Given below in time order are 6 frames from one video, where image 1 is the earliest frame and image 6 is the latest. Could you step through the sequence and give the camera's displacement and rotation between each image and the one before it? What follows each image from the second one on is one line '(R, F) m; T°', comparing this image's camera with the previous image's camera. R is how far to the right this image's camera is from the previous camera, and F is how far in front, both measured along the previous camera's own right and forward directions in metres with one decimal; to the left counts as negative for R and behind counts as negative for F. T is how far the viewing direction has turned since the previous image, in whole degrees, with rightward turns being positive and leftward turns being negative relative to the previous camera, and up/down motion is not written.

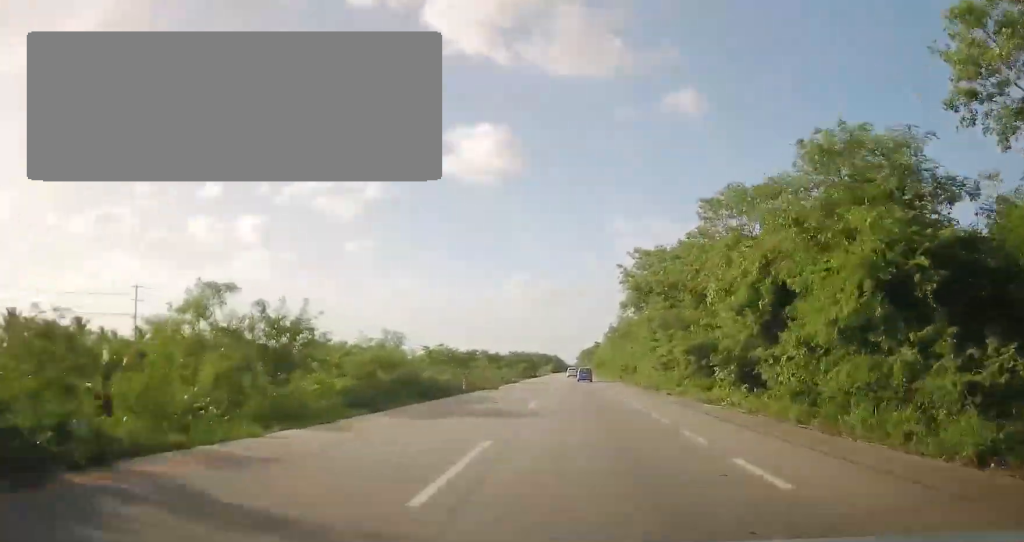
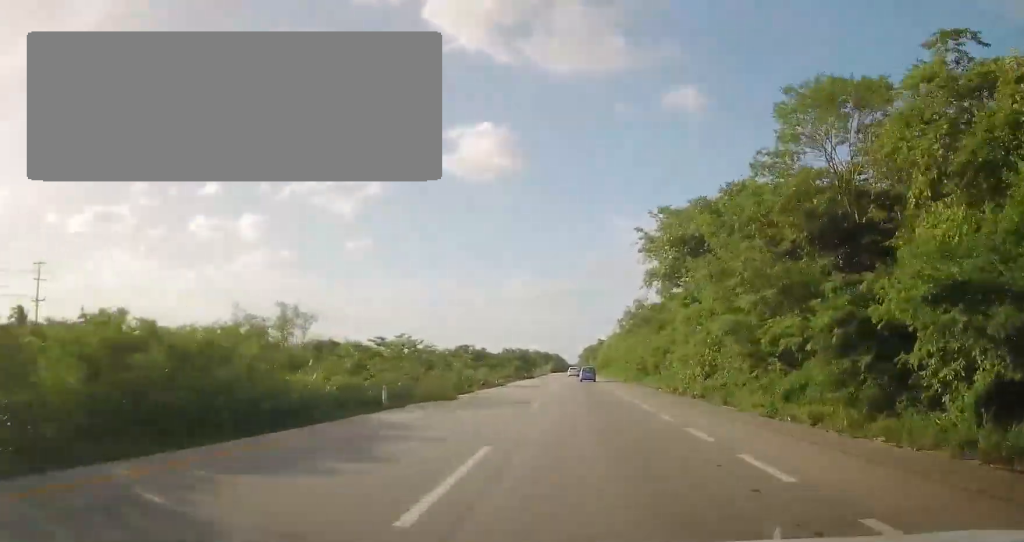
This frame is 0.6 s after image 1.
(+0.1, +16.3) m; 0°
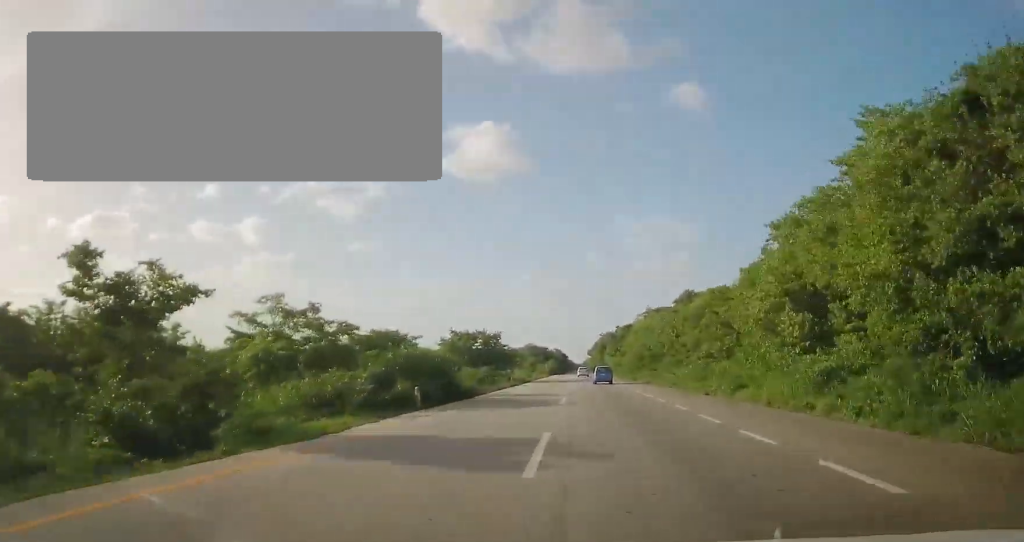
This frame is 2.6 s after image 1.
(-0.5, +59.4) m; -1°
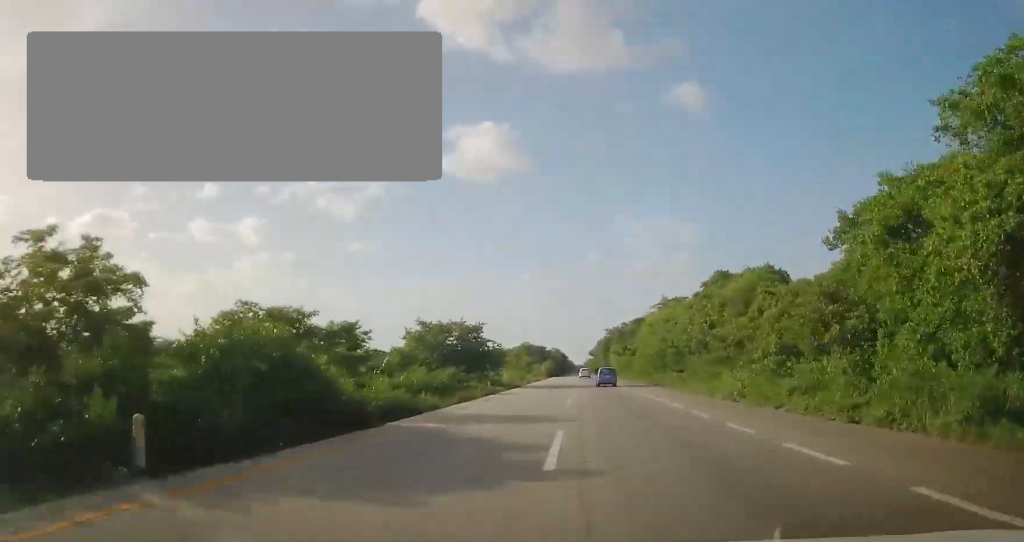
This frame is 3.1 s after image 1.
(-0.1, +14.4) m; 0°
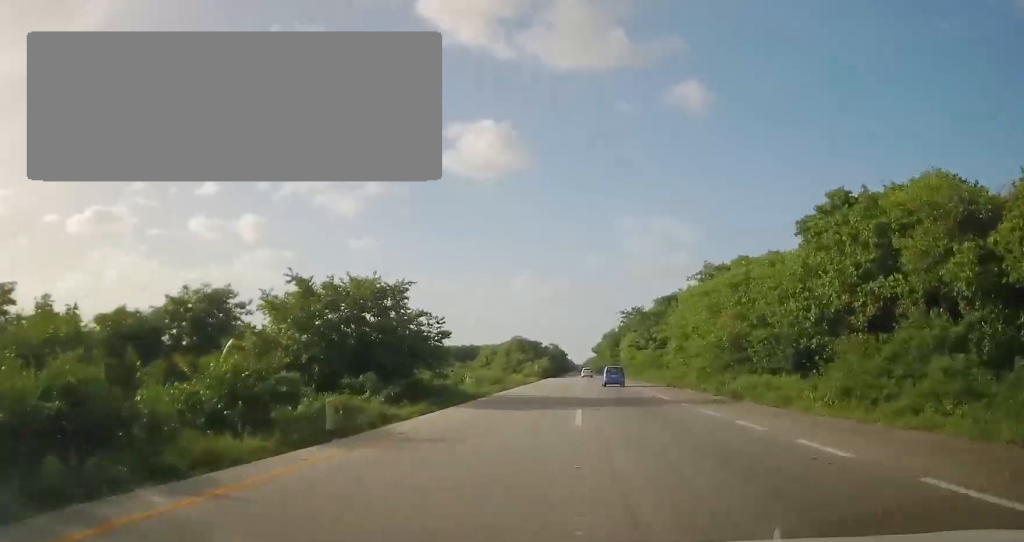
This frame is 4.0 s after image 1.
(+0.4, +24.6) m; +1°
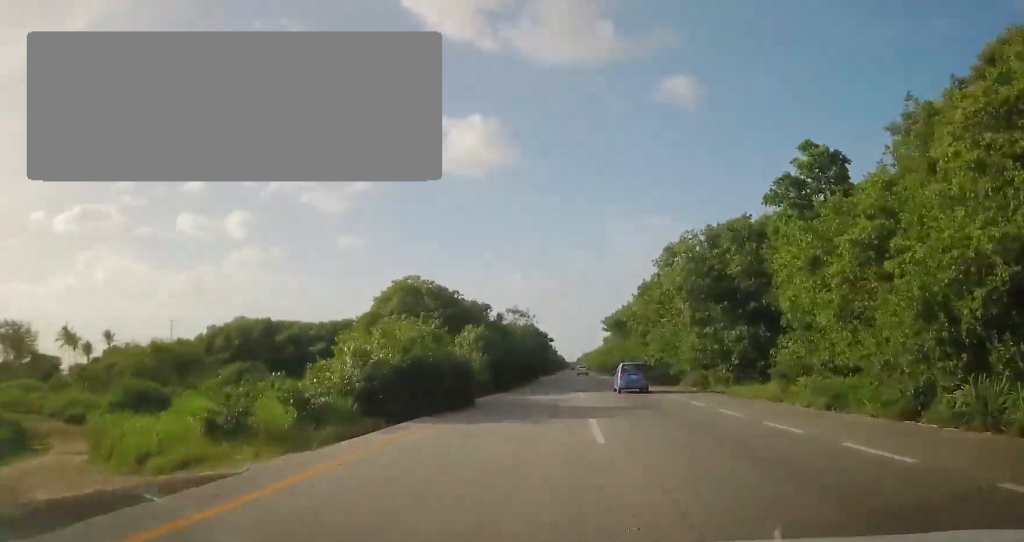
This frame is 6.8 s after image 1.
(+0.1, +80.6) m; 0°
